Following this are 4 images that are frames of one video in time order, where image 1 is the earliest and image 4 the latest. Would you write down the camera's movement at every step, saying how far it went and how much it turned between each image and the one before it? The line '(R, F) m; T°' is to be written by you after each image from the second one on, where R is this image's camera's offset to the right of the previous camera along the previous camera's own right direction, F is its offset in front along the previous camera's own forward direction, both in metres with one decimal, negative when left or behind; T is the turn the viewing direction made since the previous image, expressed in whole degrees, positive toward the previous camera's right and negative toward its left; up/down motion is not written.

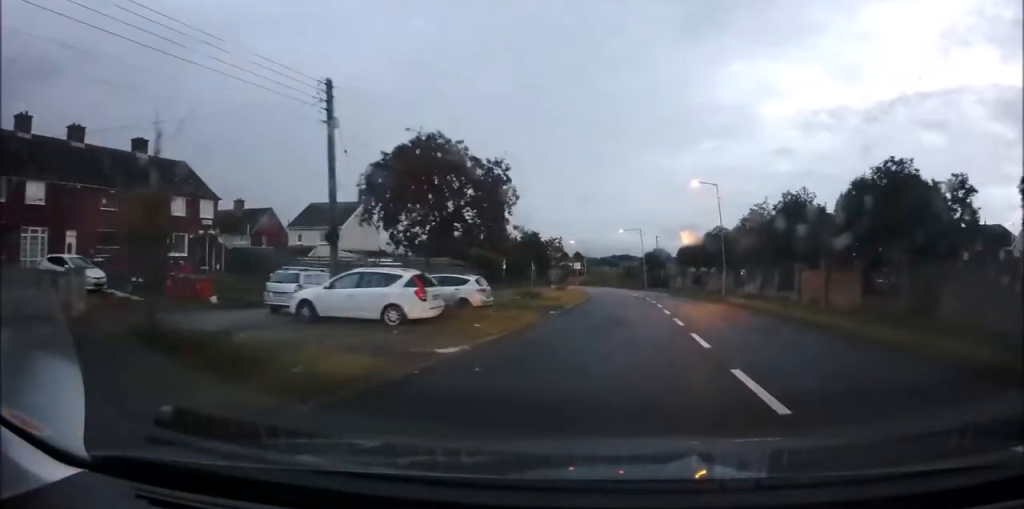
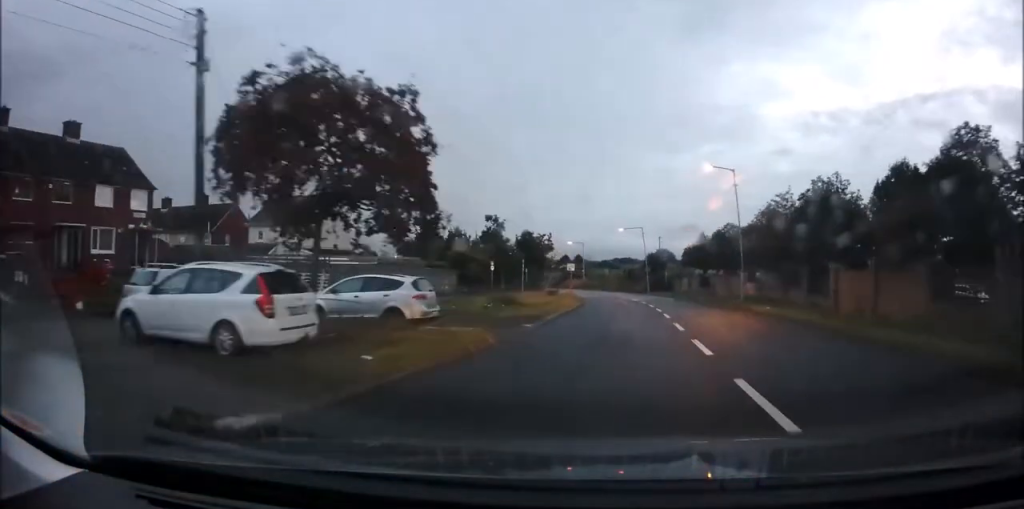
(+0.1, +6.5) m; 0°
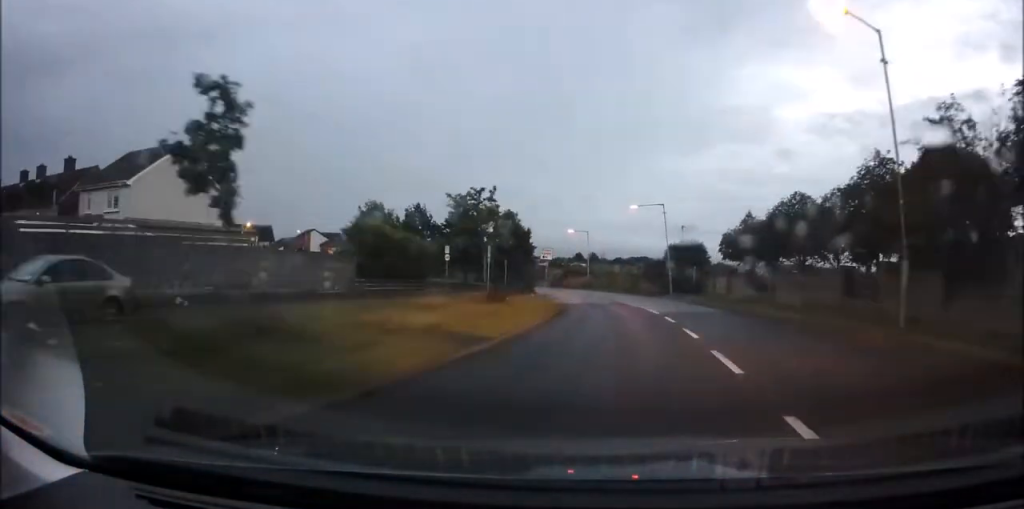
(-0.1, +19.7) m; -3°
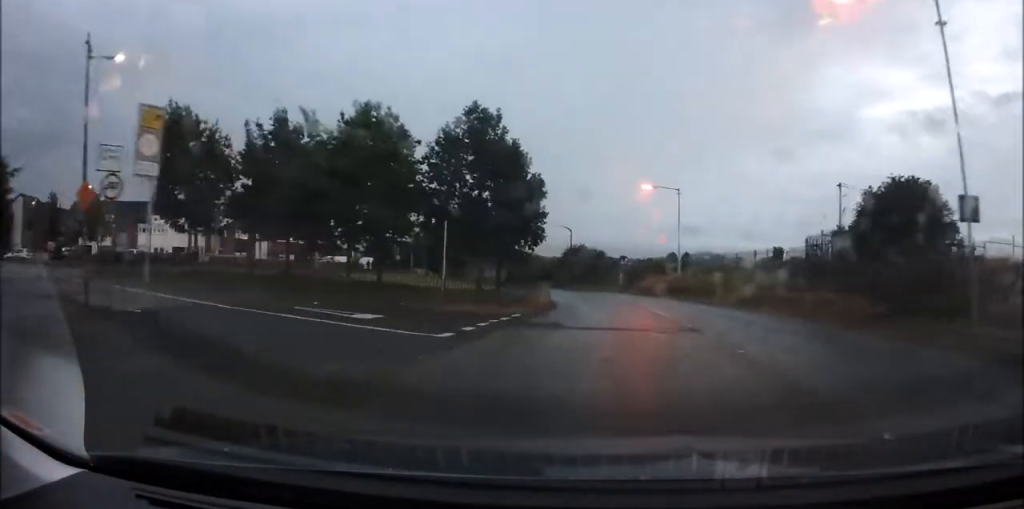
(-2.9, +36.2) m; -8°
